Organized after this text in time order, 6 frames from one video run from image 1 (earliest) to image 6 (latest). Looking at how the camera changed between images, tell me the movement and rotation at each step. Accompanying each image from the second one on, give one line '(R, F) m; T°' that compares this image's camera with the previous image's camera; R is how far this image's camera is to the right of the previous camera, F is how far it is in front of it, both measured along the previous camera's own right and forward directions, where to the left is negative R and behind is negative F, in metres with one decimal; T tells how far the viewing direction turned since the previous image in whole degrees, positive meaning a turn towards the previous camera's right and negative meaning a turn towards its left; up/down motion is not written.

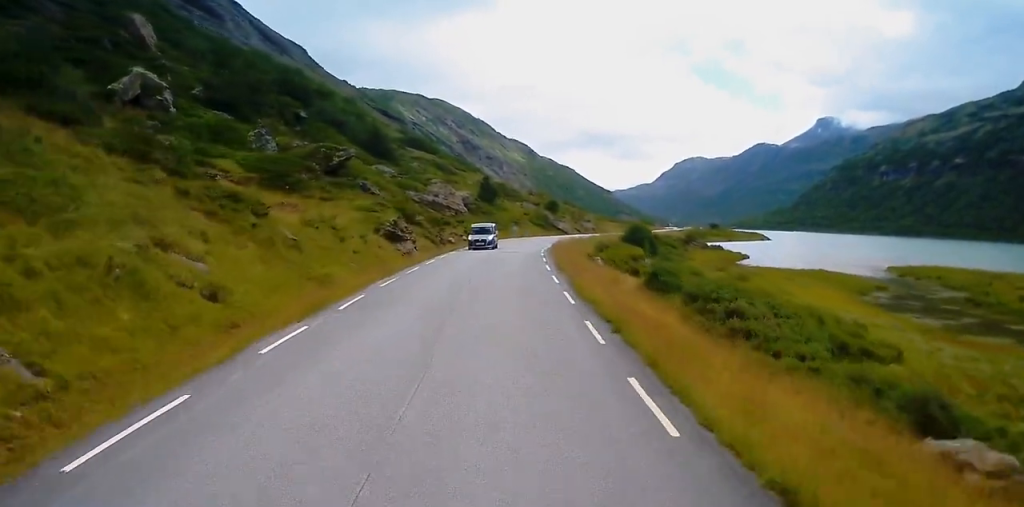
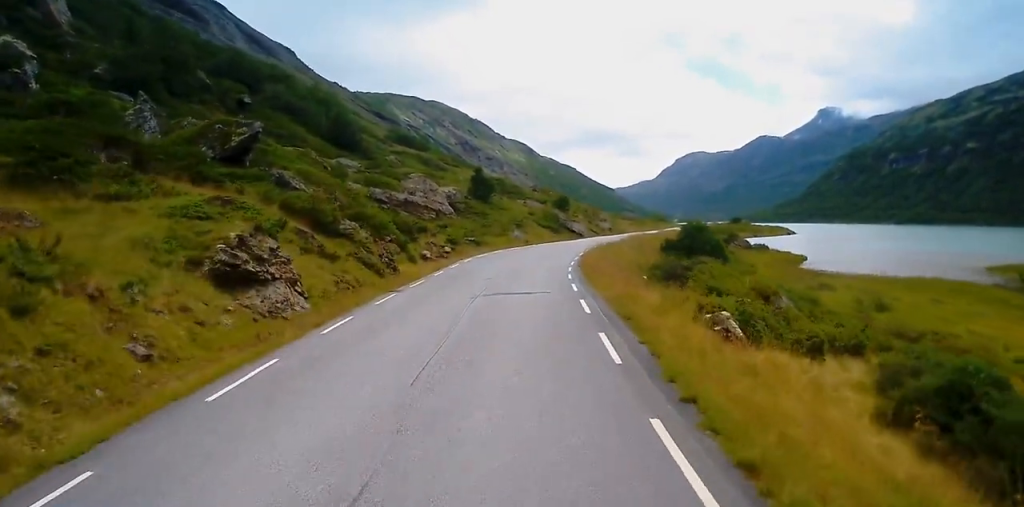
(0.0, +26.9) m; 0°
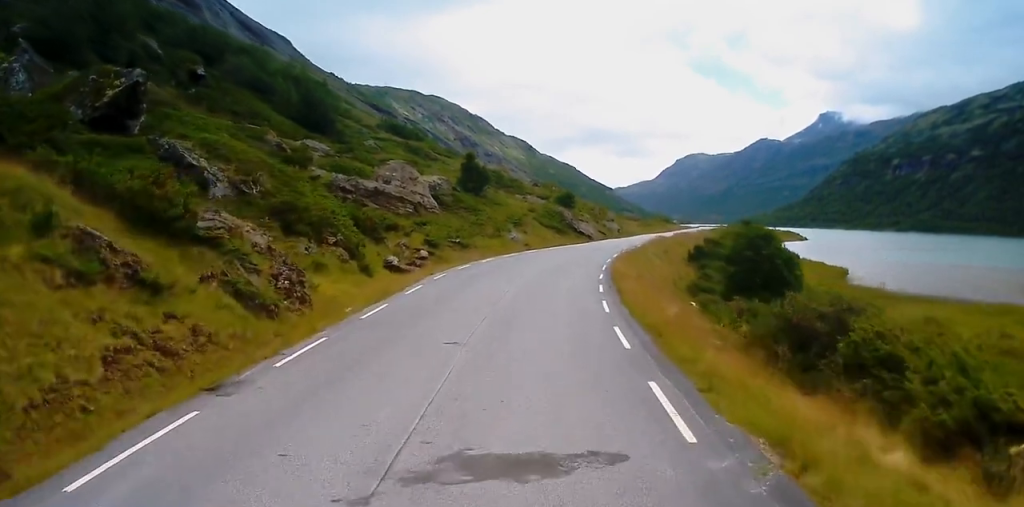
(-0.1, +15.8) m; 0°
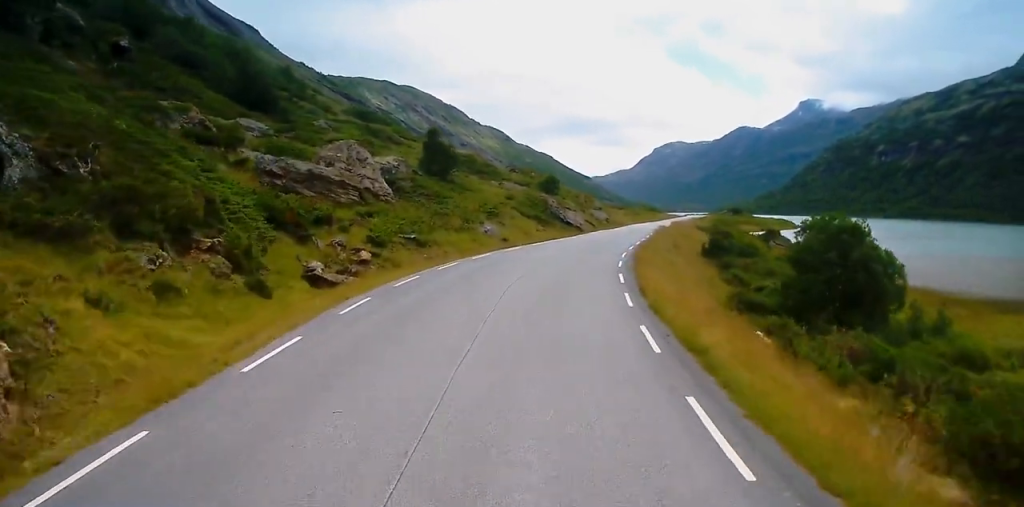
(+0.1, +13.3) m; +2°
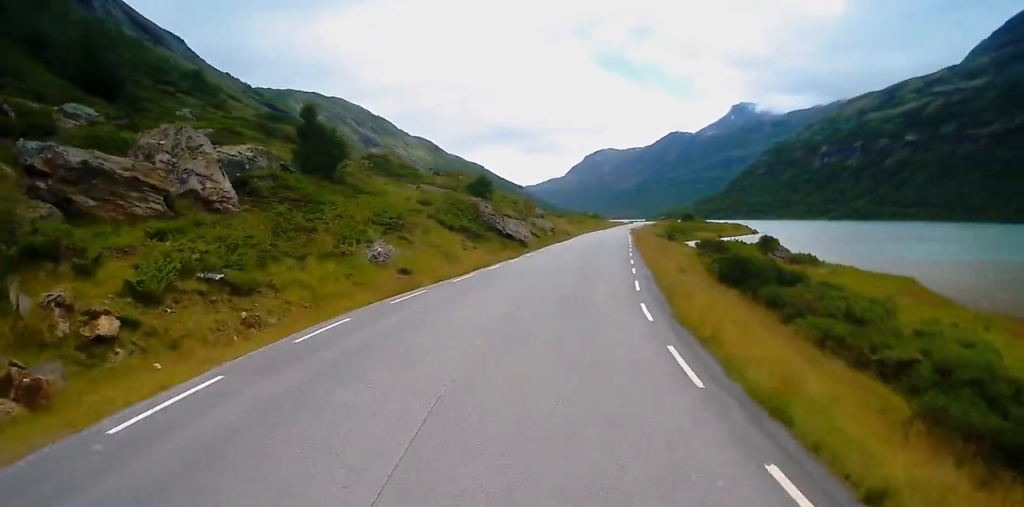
(+0.8, +20.7) m; +3°
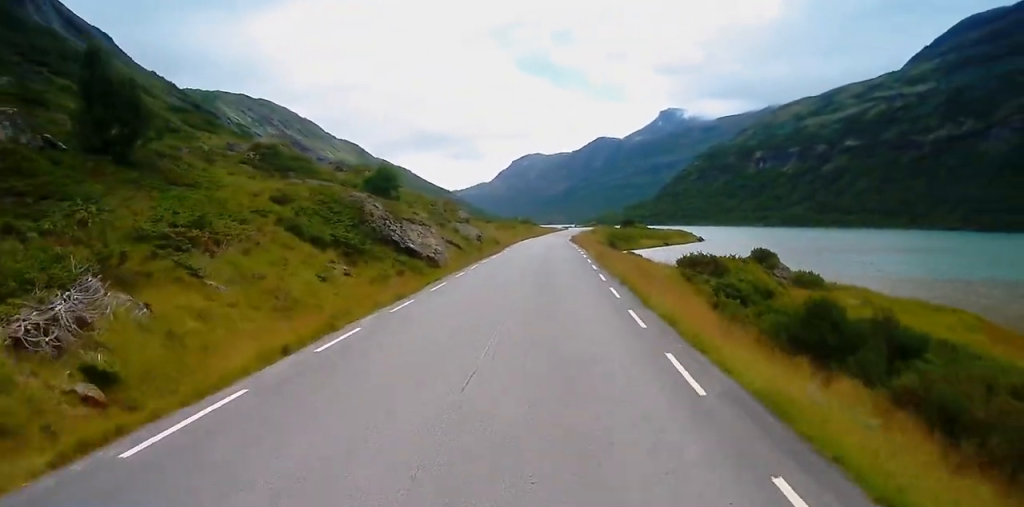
(+0.6, +18.5) m; +6°
